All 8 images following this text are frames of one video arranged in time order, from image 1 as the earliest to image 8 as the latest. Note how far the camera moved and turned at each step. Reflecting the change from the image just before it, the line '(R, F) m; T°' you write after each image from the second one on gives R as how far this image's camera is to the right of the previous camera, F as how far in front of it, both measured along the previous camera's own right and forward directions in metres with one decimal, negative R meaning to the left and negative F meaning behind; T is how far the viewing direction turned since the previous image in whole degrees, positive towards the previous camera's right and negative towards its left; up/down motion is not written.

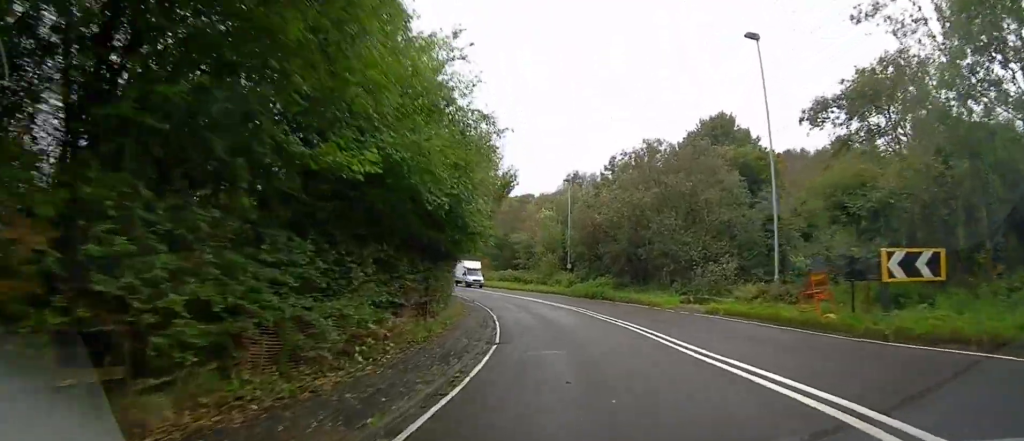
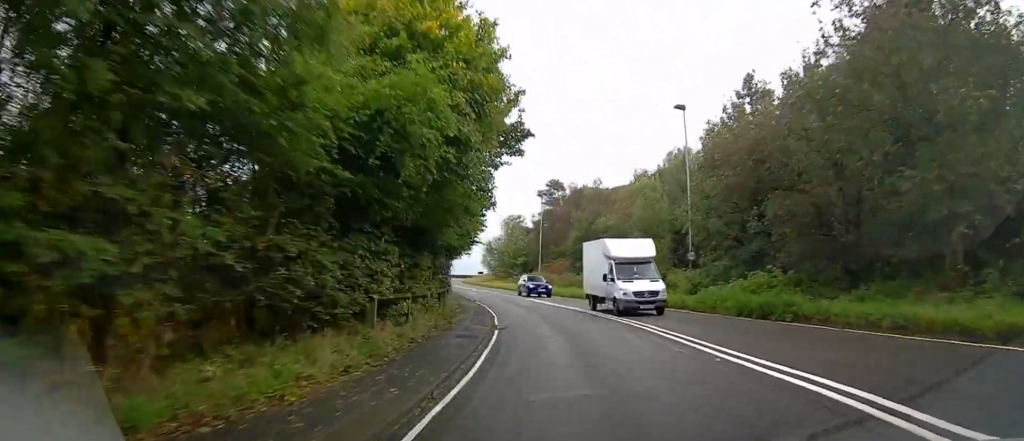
(-1.5, +21.3) m; -9°
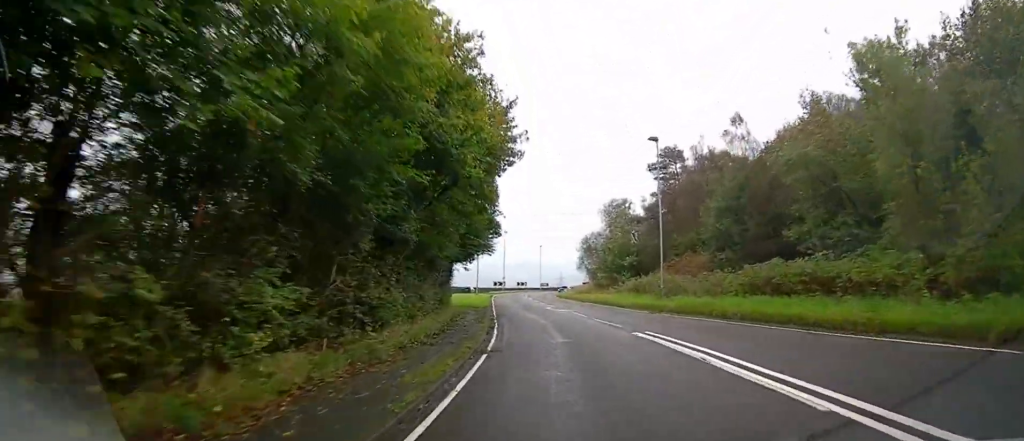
(-2.8, +24.9) m; -12°
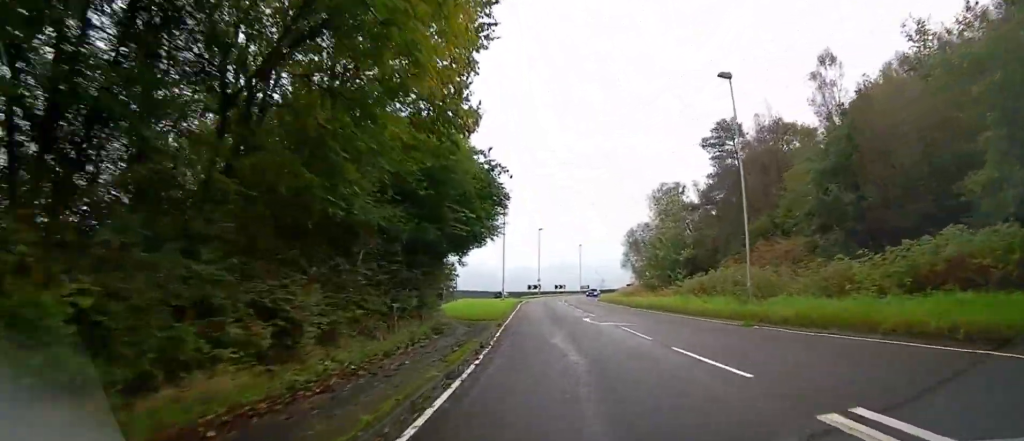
(-0.5, +10.5) m; -5°
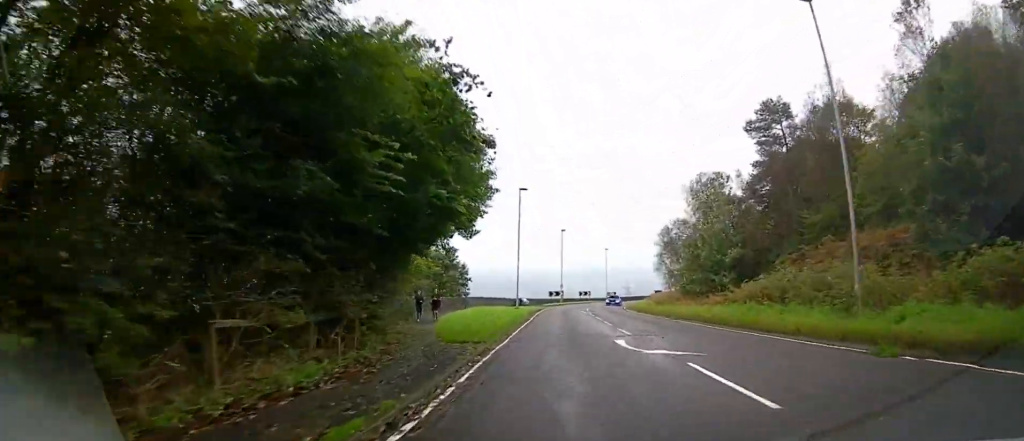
(-0.2, +7.8) m; -3°
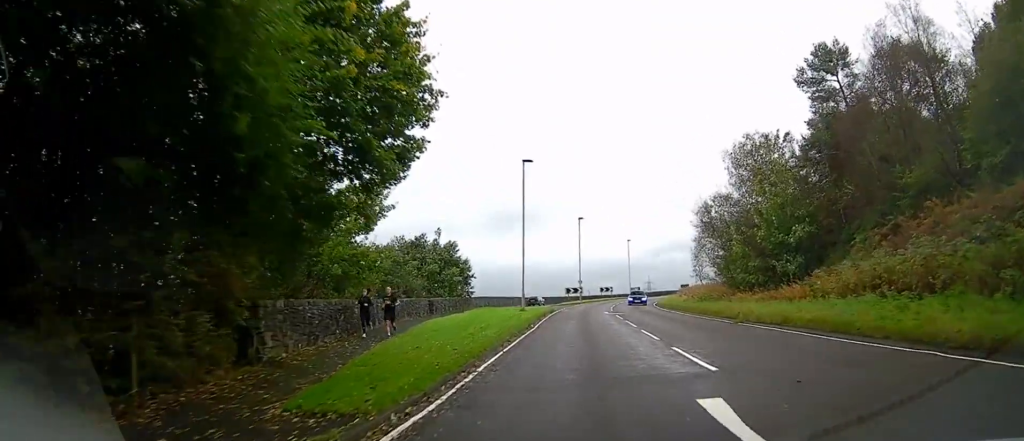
(-0.4, +9.6) m; -2°
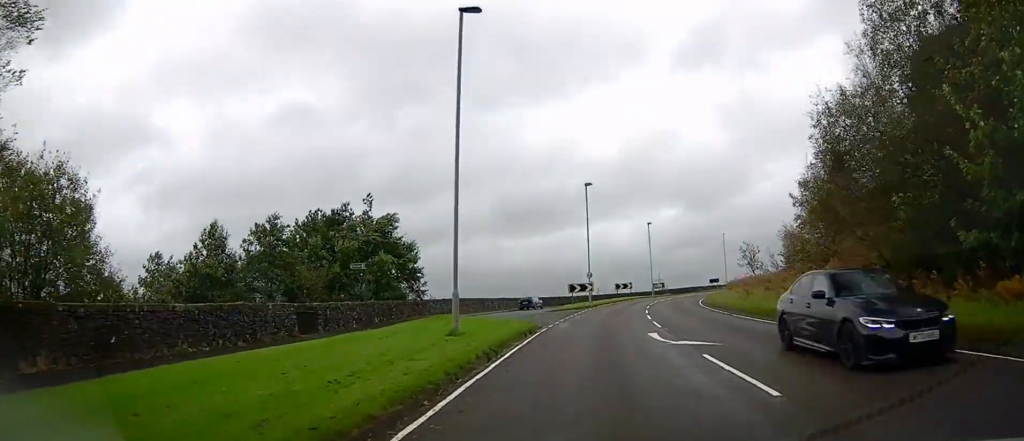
(-0.6, +21.1) m; -2°
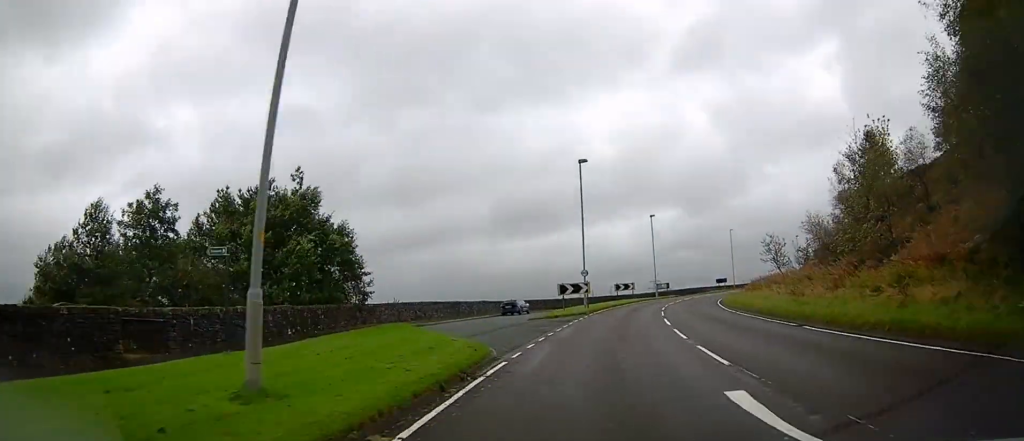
(0.0, +9.2) m; +1°
